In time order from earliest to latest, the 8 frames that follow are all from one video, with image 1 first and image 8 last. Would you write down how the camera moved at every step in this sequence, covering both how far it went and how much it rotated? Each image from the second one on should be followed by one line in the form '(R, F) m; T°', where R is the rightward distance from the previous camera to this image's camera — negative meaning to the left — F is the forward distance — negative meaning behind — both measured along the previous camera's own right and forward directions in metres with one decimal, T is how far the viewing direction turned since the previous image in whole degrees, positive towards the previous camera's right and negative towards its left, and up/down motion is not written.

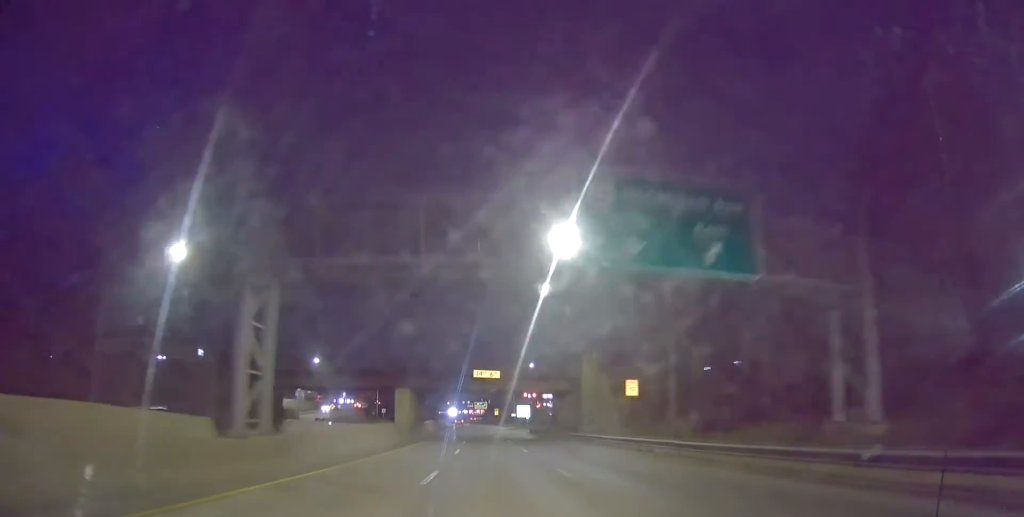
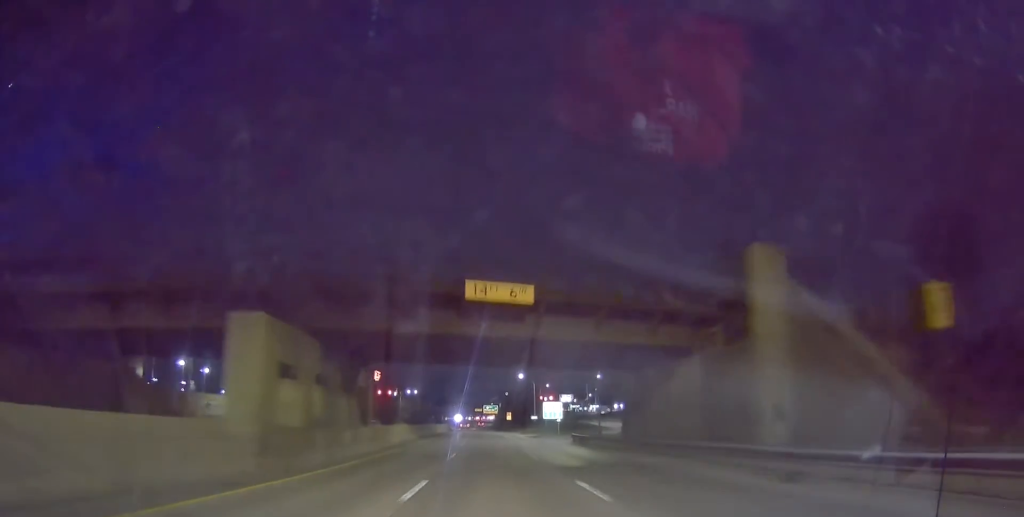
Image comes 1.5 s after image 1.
(-0.7, +35.8) m; -2°
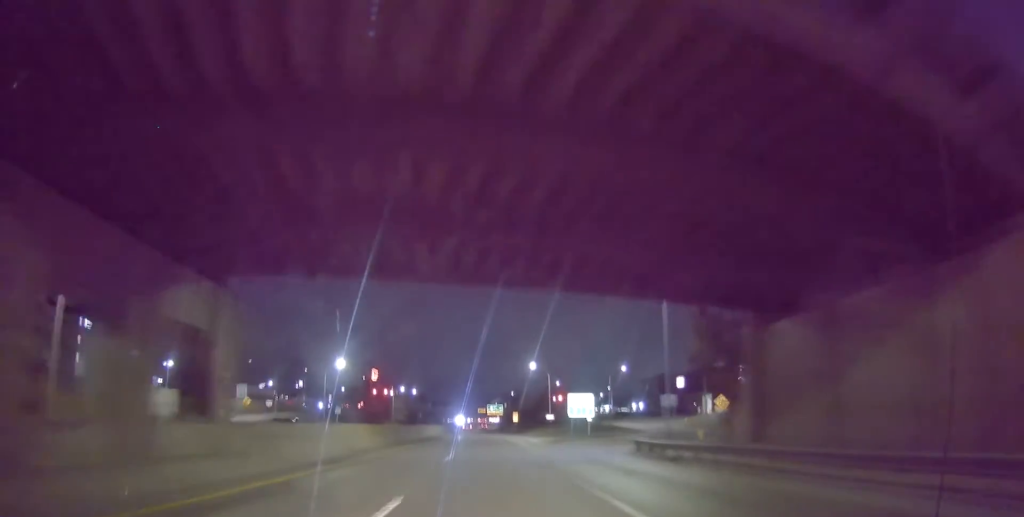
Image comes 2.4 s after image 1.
(0.0, +19.6) m; -1°
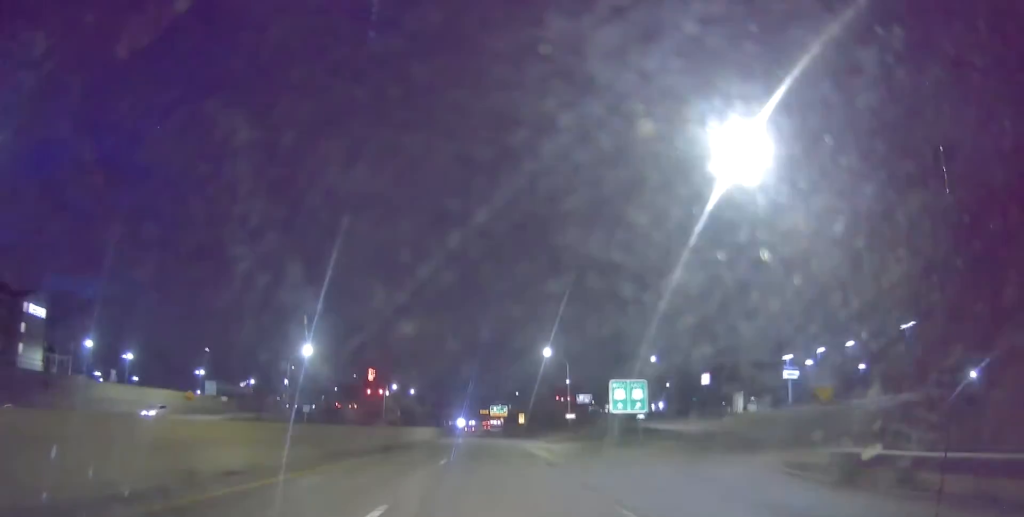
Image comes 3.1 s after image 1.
(-0.3, +17.1) m; +1°
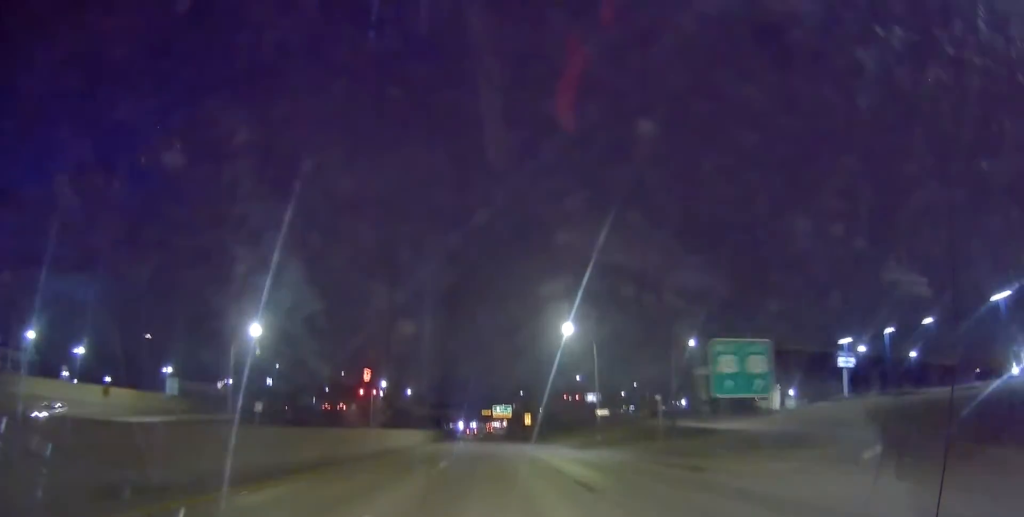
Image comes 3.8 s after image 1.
(+0.3, +16.3) m; 0°
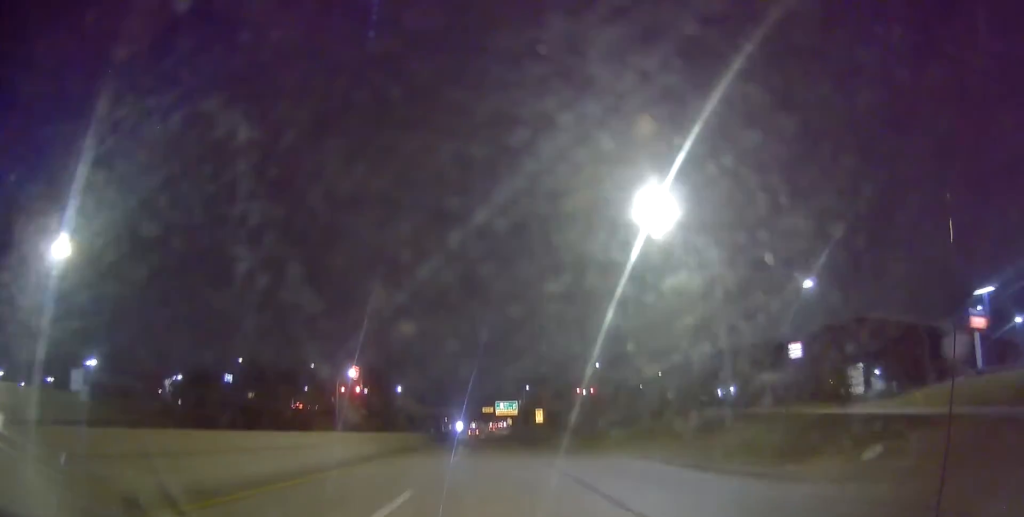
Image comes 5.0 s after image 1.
(-0.3, +28.0) m; -2°
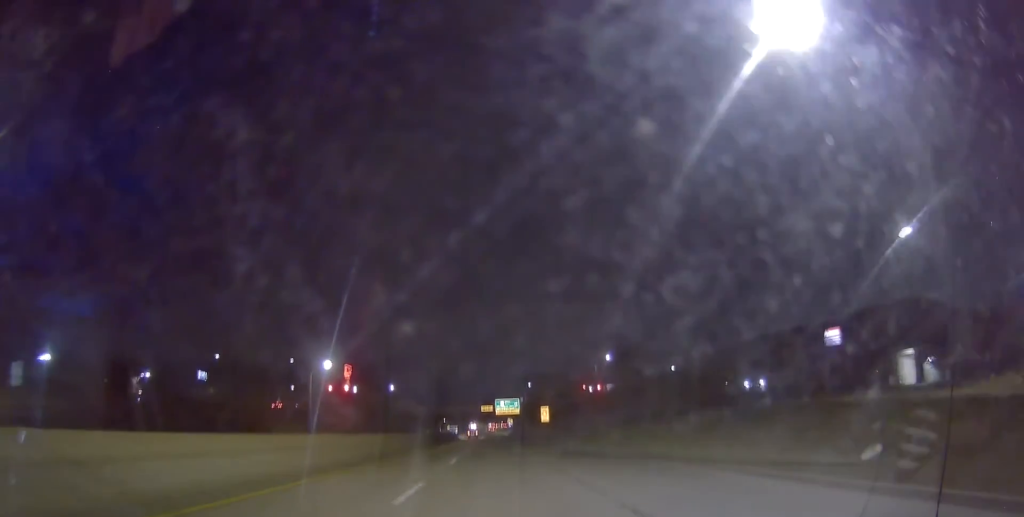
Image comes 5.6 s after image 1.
(-0.4, +13.3) m; -1°
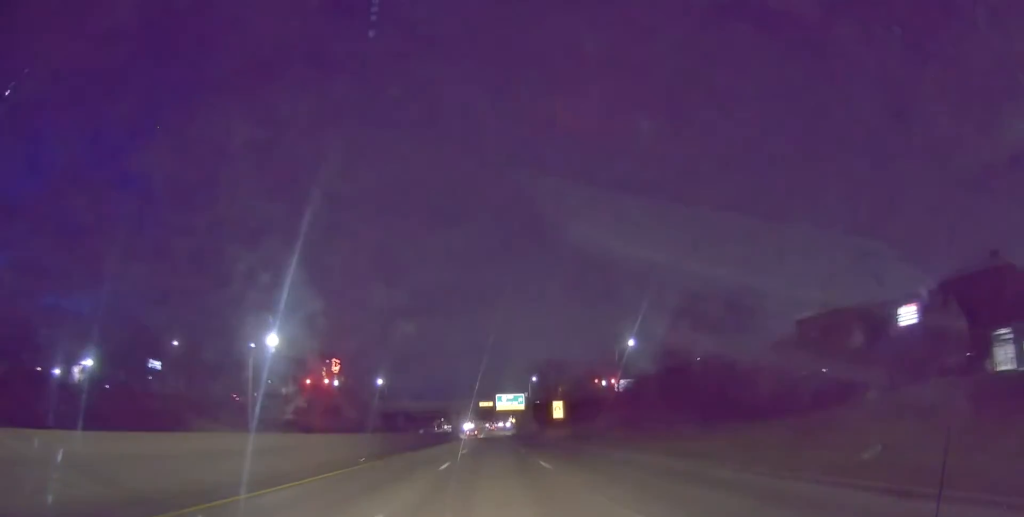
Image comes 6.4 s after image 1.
(+0.6, +20.2) m; +1°
